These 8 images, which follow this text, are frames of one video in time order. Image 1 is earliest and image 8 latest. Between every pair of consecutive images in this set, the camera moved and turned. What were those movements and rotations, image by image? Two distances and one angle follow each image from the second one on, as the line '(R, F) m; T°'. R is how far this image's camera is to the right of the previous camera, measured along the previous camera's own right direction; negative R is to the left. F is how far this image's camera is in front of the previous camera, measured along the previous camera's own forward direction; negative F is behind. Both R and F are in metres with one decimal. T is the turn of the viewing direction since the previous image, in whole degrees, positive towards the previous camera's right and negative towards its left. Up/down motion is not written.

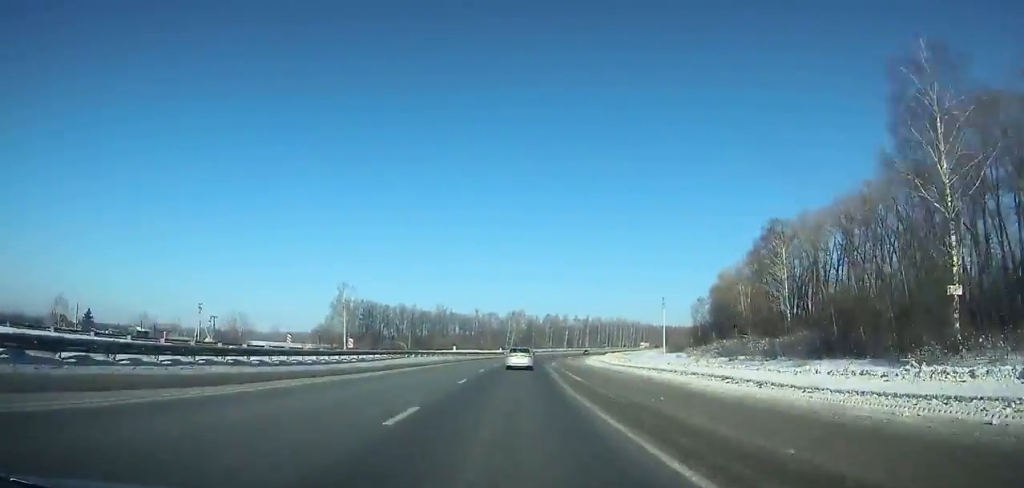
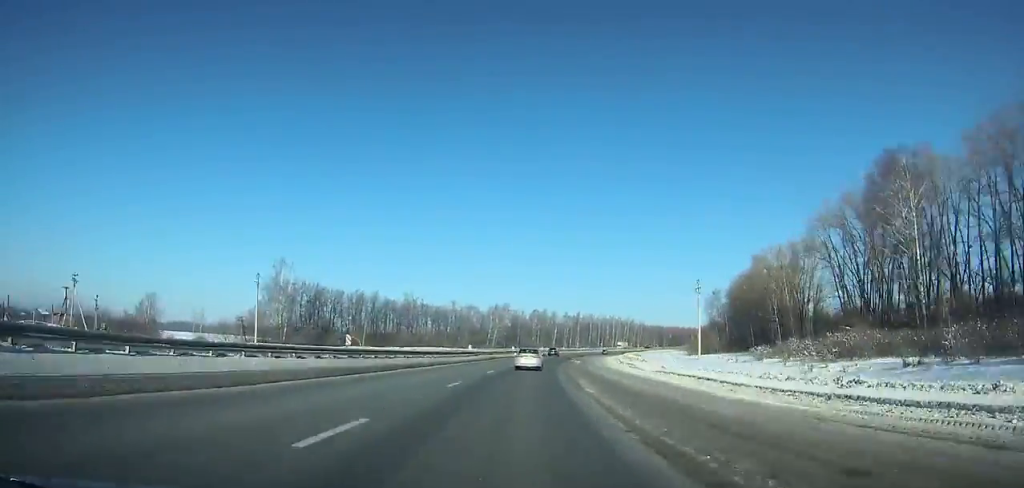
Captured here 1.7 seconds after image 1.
(0.0, +38.4) m; +2°
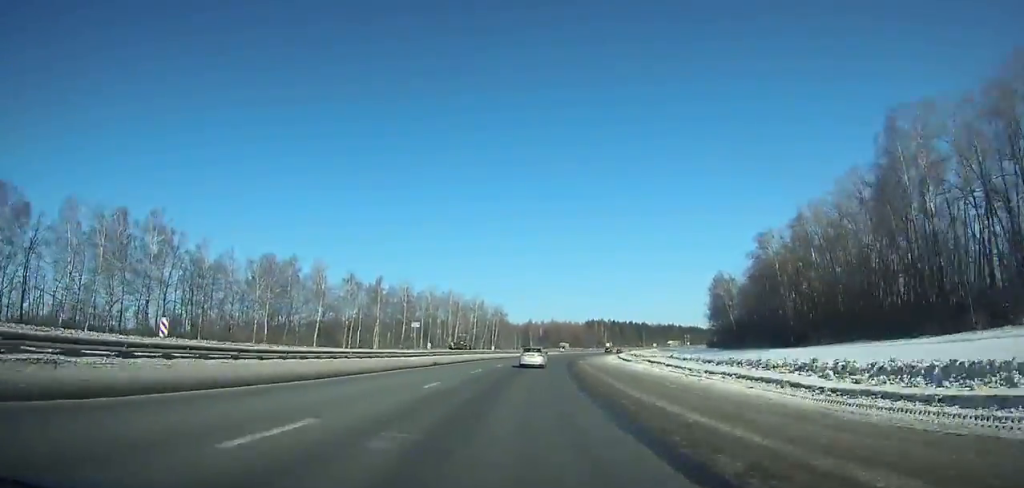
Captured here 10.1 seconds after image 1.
(+26.7, +189.1) m; +17°
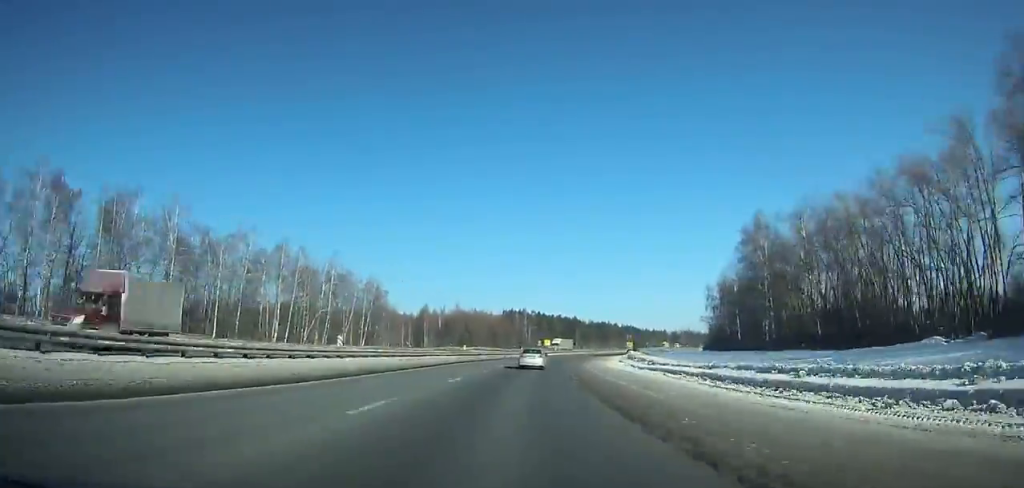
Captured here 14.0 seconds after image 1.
(+7.6, +90.0) m; +9°
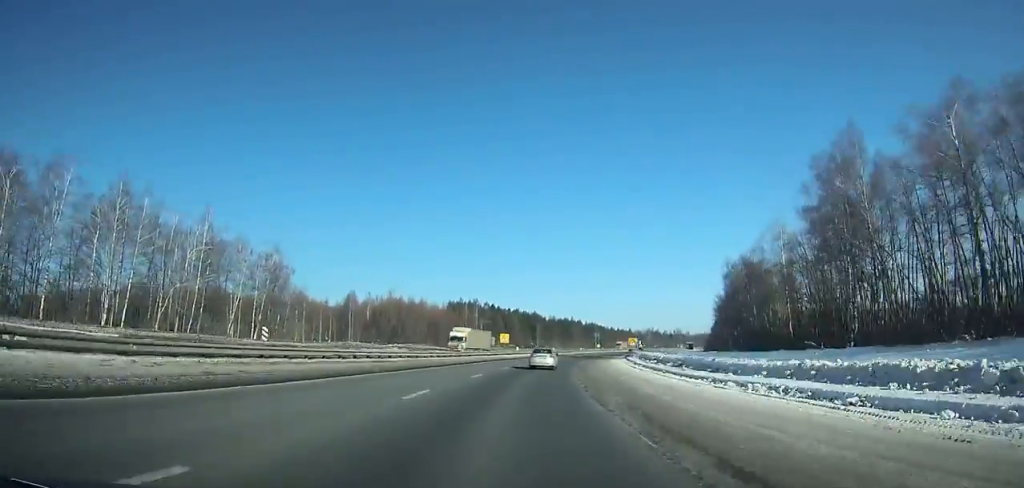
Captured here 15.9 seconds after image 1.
(+0.8, +44.1) m; +5°
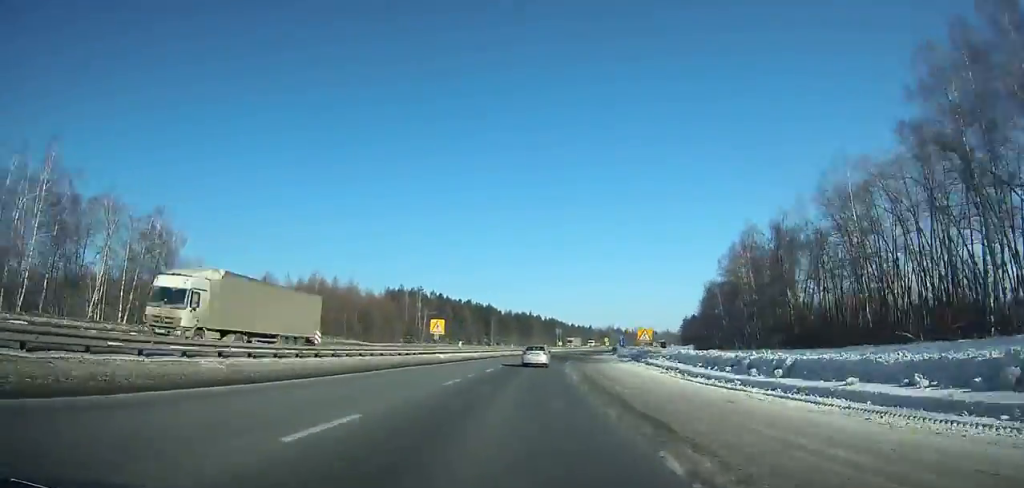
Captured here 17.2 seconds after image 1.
(+1.9, +30.0) m; +3°
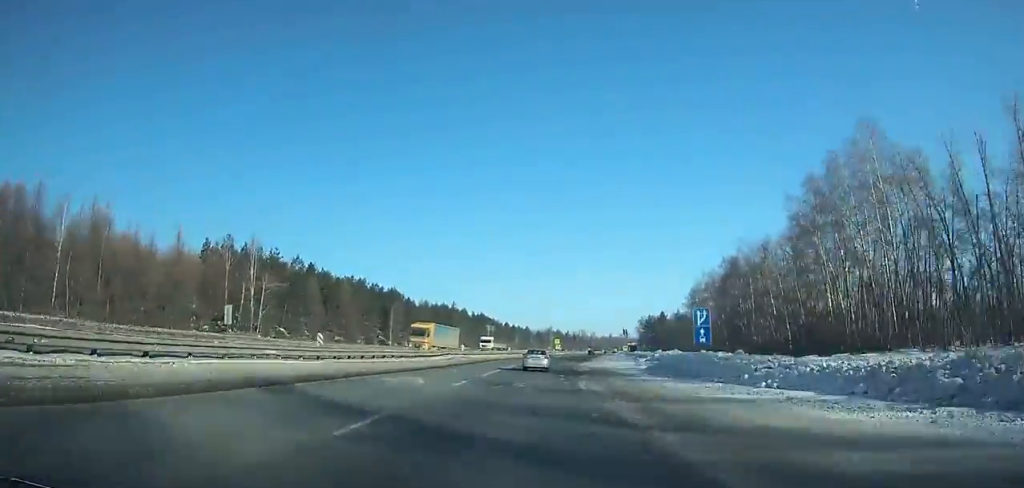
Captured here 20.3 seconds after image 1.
(+4.7, +71.0) m; +7°
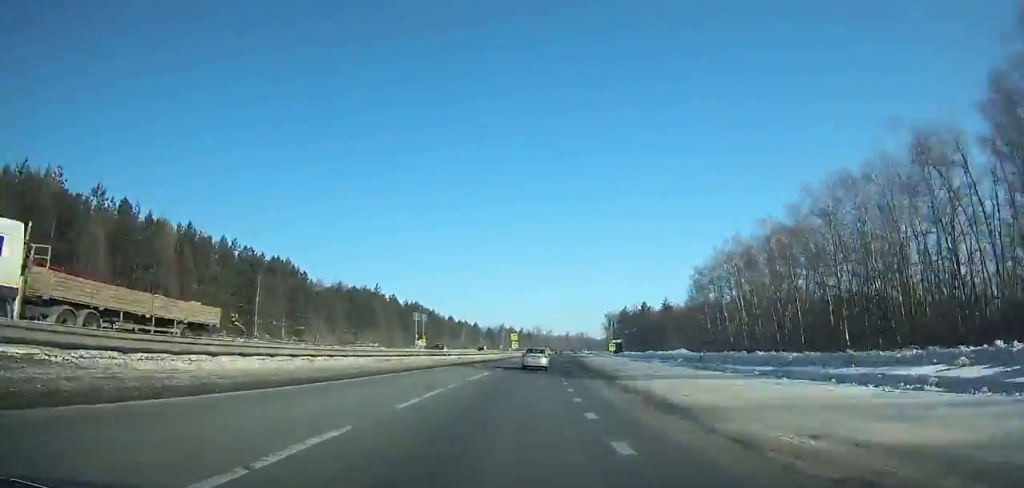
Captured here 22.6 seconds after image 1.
(+1.6, +52.1) m; +4°
